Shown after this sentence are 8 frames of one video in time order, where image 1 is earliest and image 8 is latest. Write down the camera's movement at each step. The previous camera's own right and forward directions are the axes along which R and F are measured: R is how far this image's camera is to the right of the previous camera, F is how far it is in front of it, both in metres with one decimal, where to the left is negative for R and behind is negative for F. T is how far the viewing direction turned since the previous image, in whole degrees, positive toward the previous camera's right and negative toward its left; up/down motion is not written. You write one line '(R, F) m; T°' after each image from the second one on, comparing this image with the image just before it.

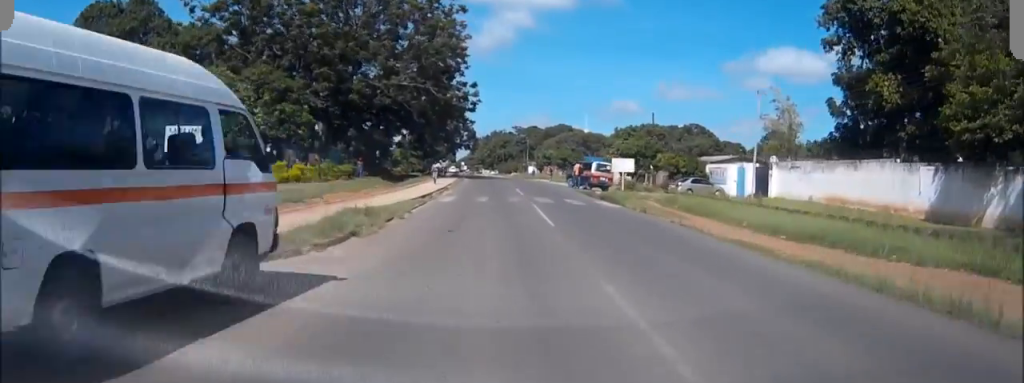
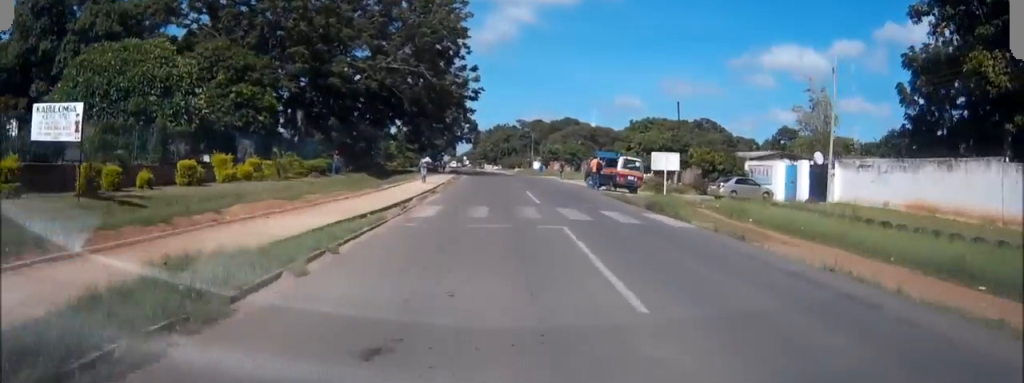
(-0.1, +9.4) m; -1°
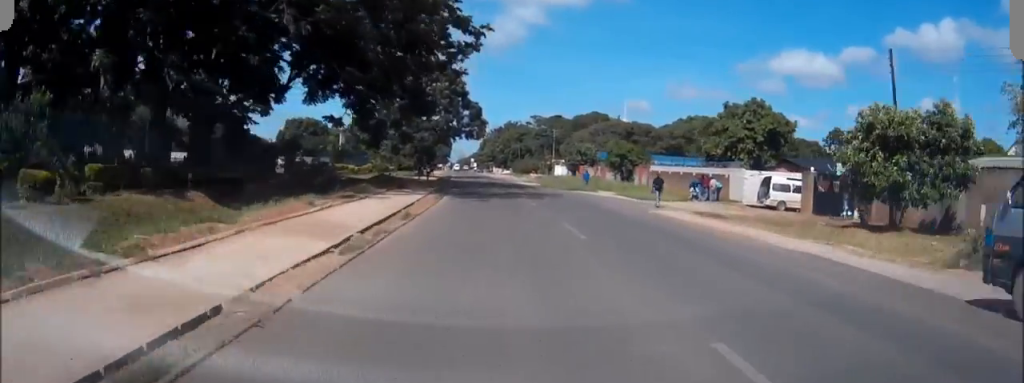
(-0.4, +37.1) m; -1°
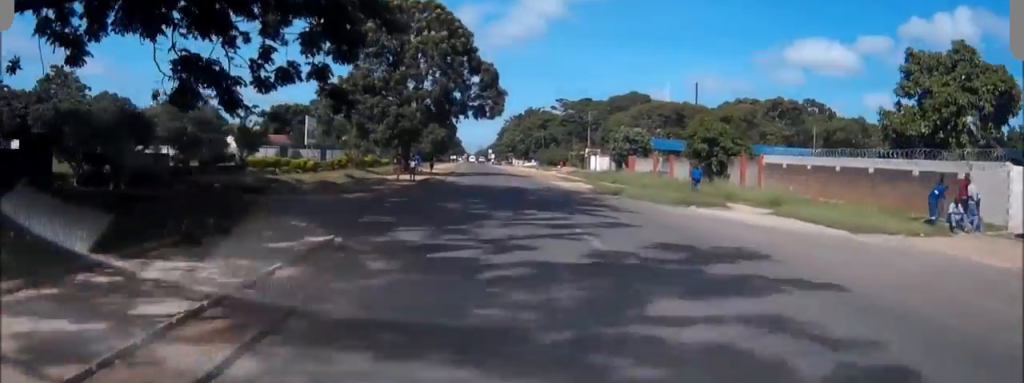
(-0.2, +27.5) m; -1°
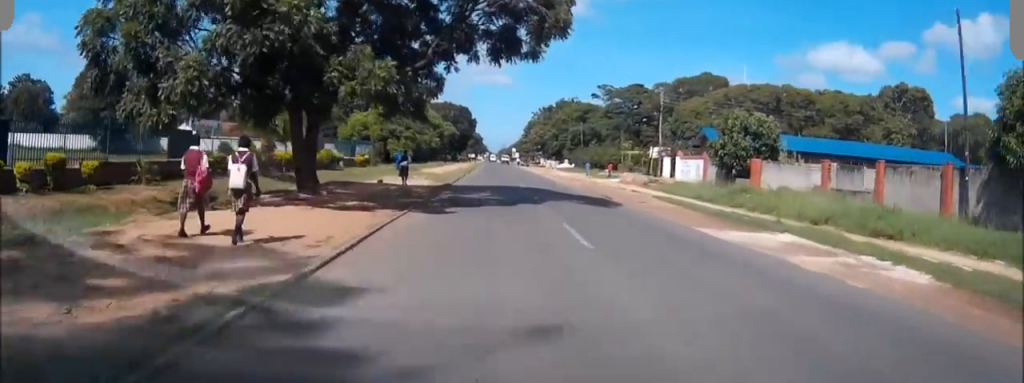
(-0.9, +34.5) m; -2°
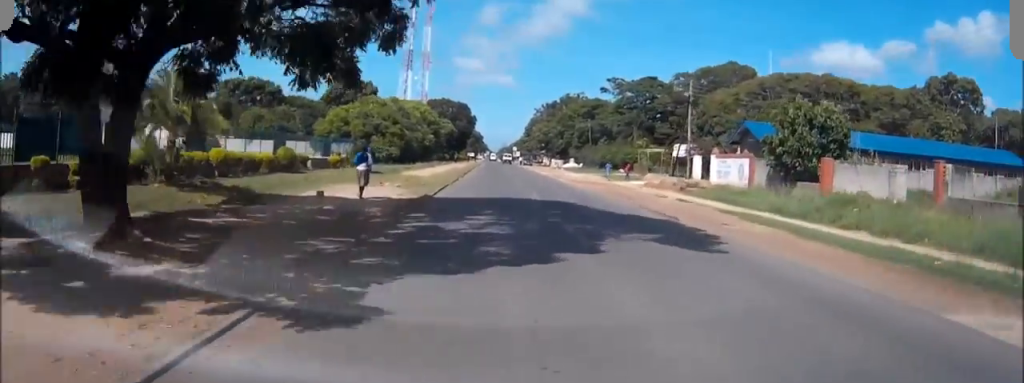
(0.0, +11.4) m; 0°
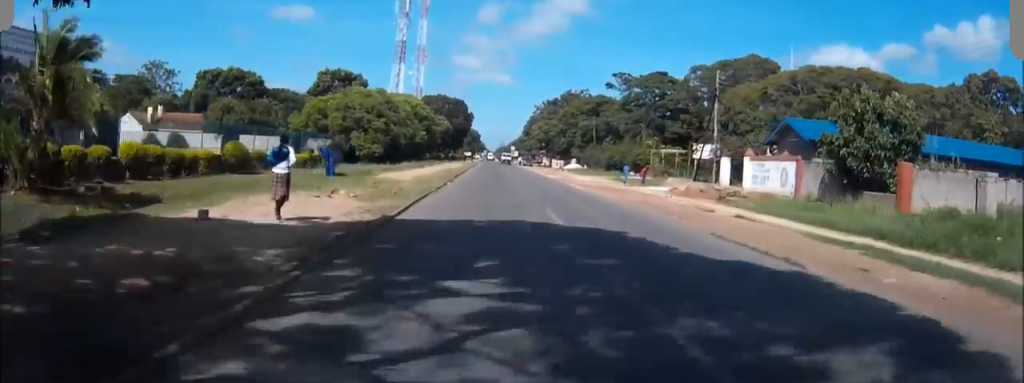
(0.0, +8.1) m; 0°
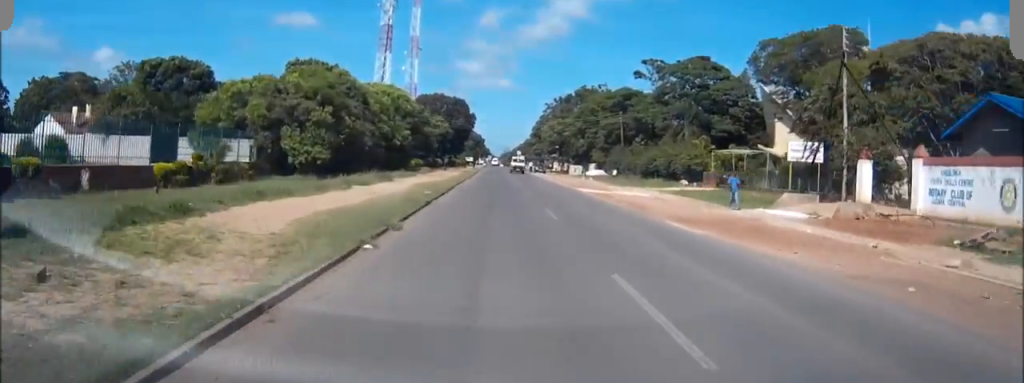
(0.0, +22.1) m; 0°
